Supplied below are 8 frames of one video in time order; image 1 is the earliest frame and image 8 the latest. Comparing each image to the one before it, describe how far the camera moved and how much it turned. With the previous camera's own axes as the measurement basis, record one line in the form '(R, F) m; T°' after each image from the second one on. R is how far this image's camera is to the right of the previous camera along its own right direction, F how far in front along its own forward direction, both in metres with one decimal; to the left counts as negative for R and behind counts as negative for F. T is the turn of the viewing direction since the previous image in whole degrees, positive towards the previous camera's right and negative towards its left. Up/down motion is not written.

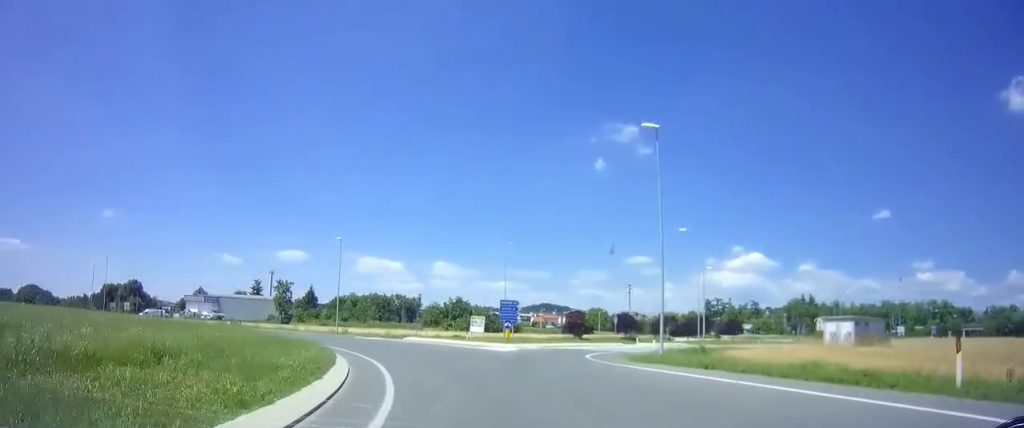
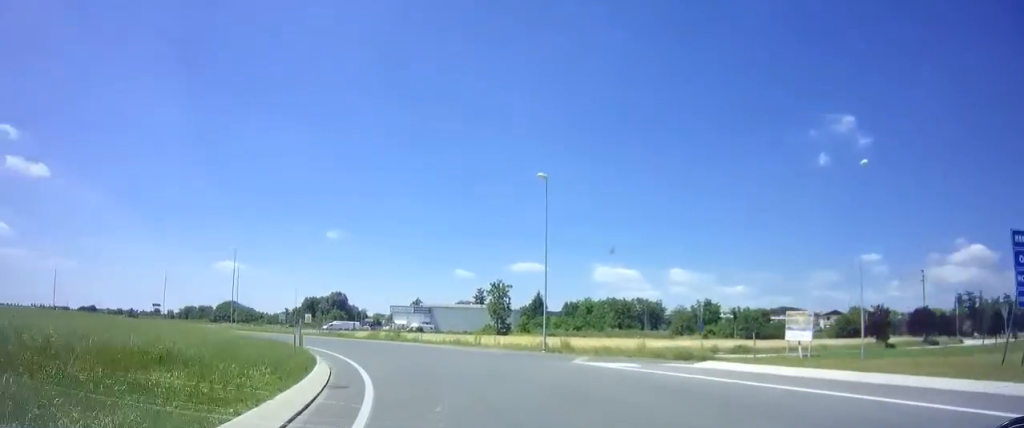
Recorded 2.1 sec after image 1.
(-6.1, +25.3) m; -27°
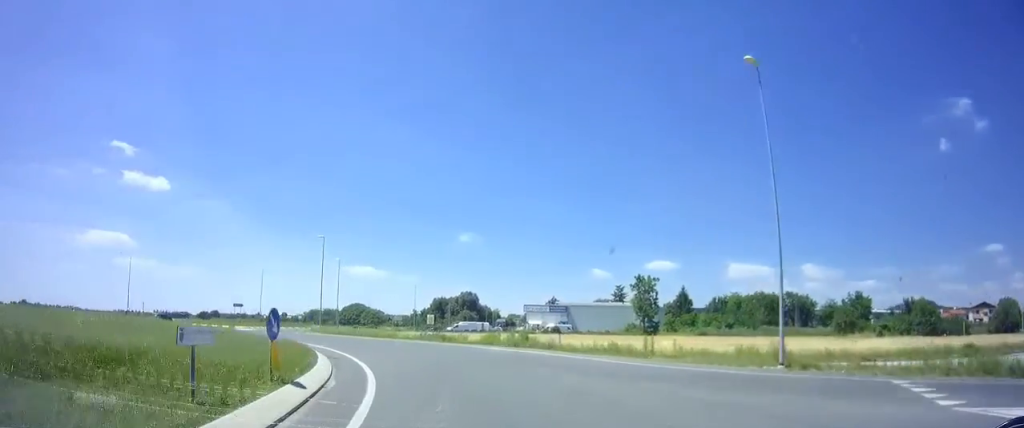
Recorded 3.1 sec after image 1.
(-1.6, +13.0) m; -15°
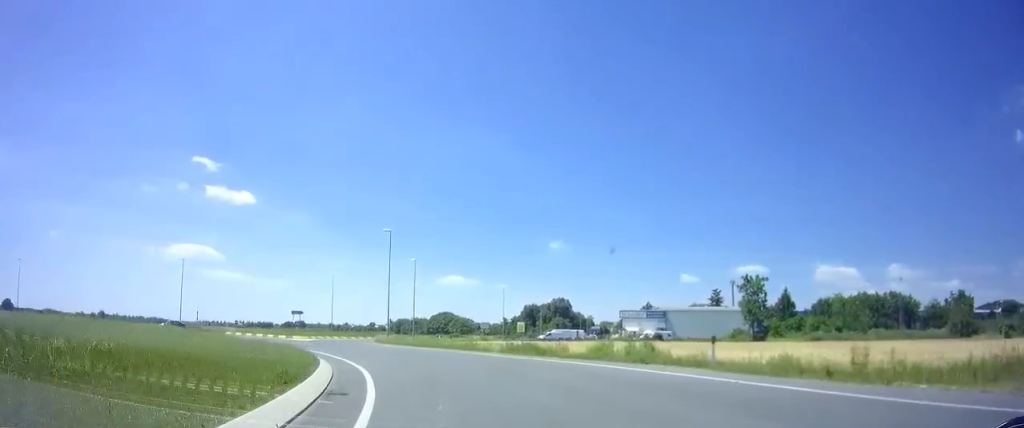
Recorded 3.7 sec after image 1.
(-0.5, +8.9) m; -10°
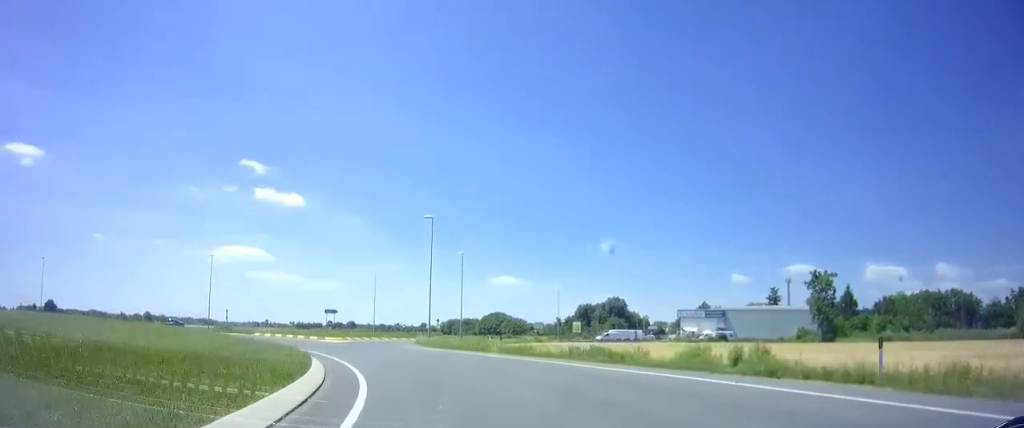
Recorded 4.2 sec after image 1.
(-0.7, +5.9) m; -5°
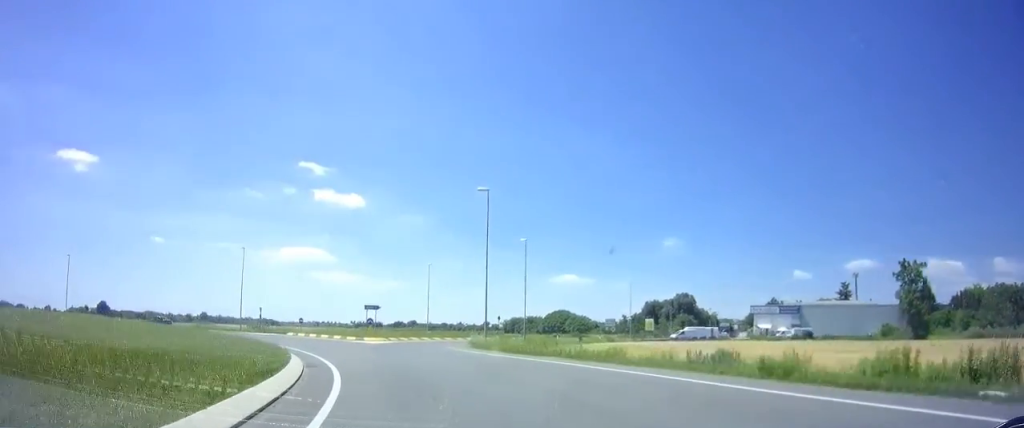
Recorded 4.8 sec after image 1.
(-0.3, +8.2) m; -7°
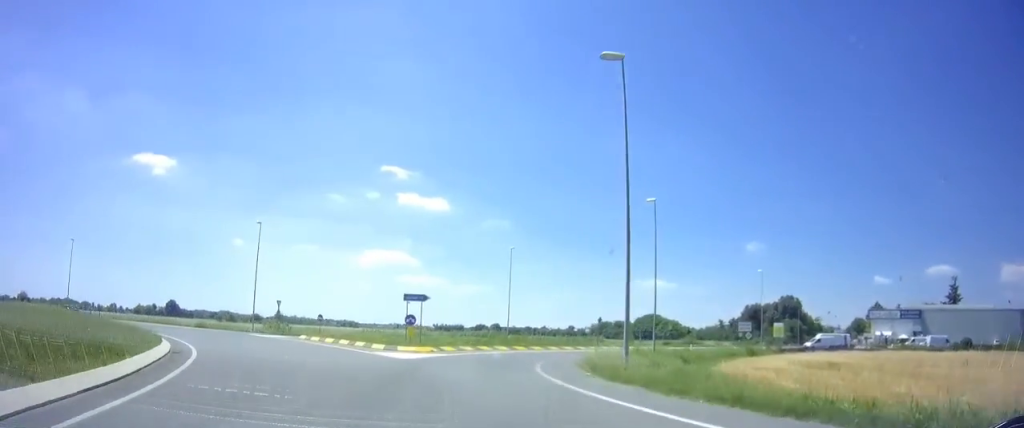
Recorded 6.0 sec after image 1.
(-1.5, +17.0) m; -4°
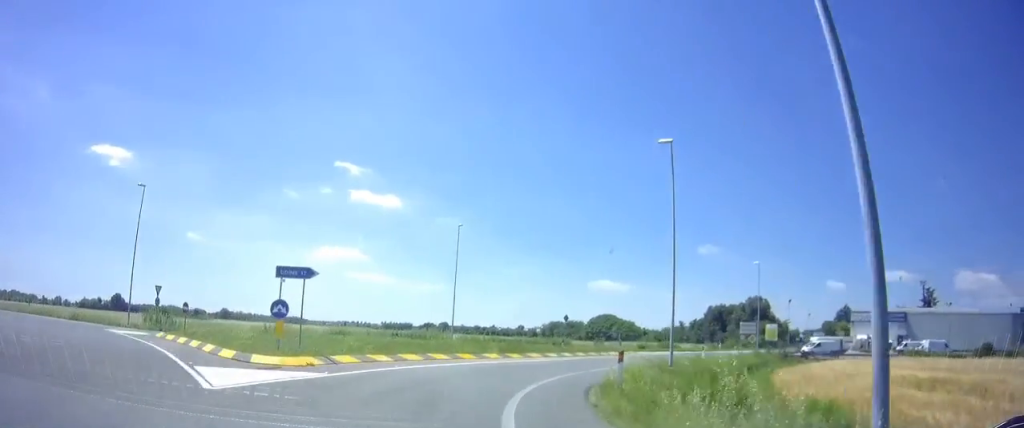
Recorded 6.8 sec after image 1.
(0.0, +11.6) m; +4°
